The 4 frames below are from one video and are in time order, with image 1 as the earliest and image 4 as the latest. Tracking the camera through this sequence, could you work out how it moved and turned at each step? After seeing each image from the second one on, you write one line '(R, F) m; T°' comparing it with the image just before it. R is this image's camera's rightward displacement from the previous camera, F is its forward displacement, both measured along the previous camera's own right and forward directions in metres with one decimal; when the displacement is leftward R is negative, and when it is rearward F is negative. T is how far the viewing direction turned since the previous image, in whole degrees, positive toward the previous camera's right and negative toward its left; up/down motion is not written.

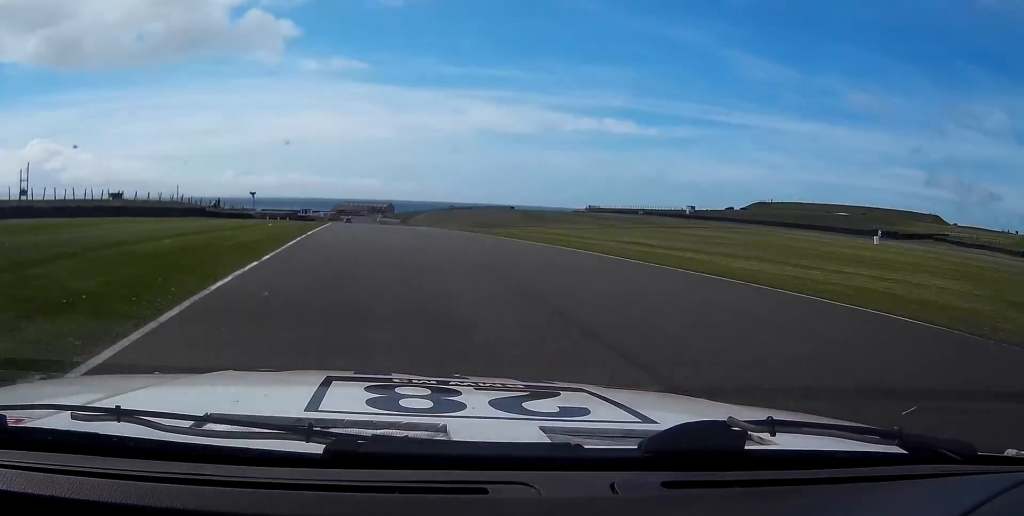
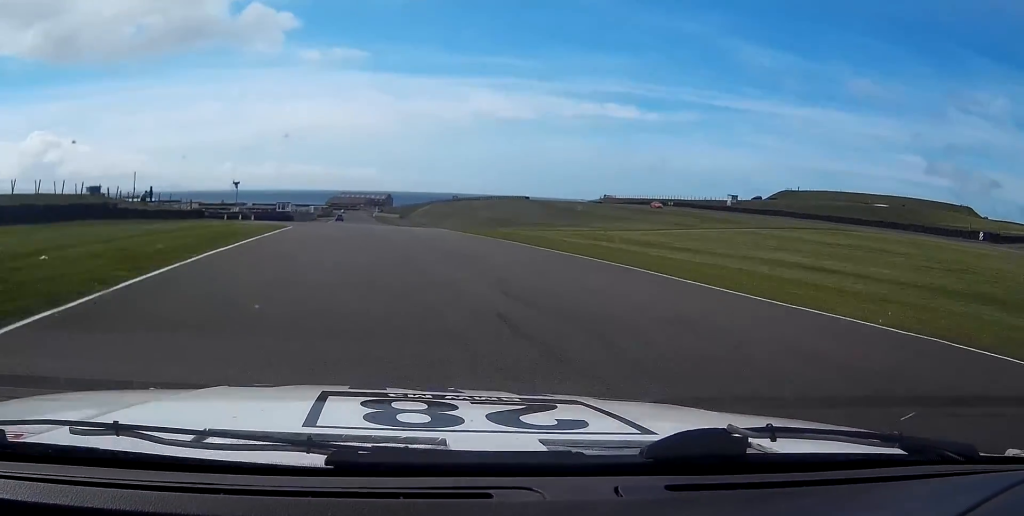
(+0.5, +27.0) m; +1°
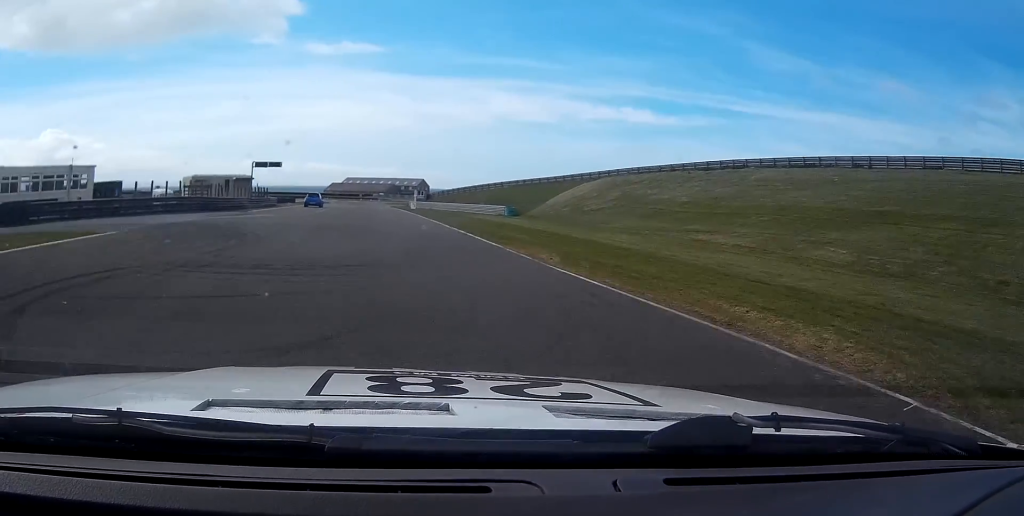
(-3.7, +190.8) m; -1°
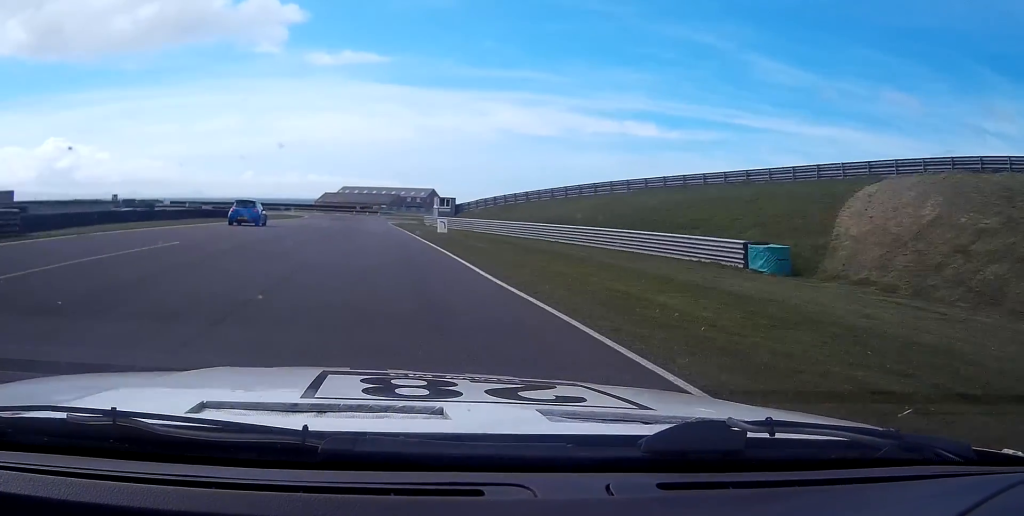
(+0.3, +54.5) m; 0°
